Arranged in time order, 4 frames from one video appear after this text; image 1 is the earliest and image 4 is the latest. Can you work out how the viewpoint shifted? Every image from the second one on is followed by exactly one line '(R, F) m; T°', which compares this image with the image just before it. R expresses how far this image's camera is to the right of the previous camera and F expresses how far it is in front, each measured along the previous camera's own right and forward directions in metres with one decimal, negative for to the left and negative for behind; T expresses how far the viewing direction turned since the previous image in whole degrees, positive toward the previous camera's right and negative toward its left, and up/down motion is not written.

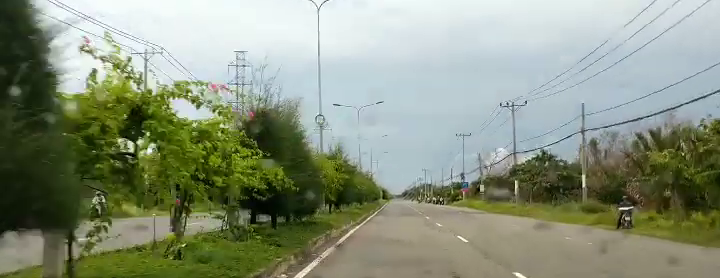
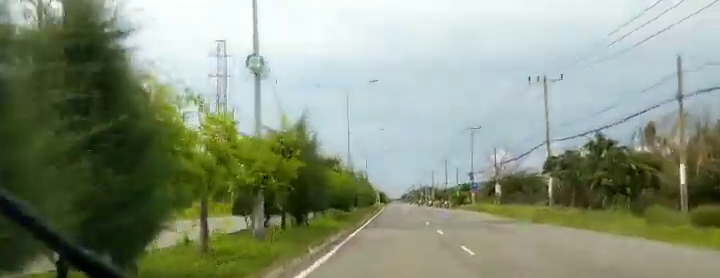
(+0.1, +14.8) m; 0°
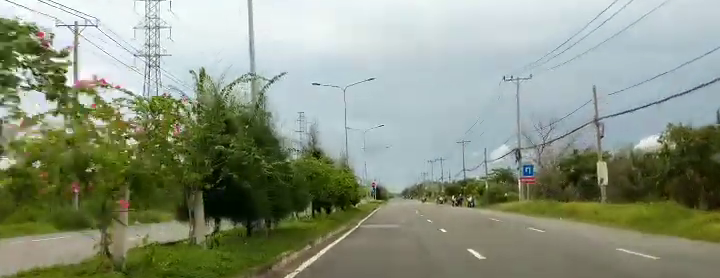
(-1.0, +37.1) m; -5°
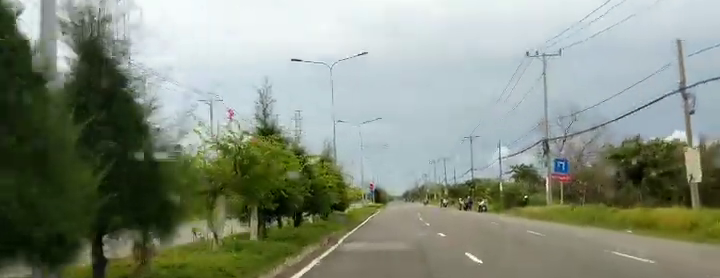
(-0.4, +11.5) m; -1°
